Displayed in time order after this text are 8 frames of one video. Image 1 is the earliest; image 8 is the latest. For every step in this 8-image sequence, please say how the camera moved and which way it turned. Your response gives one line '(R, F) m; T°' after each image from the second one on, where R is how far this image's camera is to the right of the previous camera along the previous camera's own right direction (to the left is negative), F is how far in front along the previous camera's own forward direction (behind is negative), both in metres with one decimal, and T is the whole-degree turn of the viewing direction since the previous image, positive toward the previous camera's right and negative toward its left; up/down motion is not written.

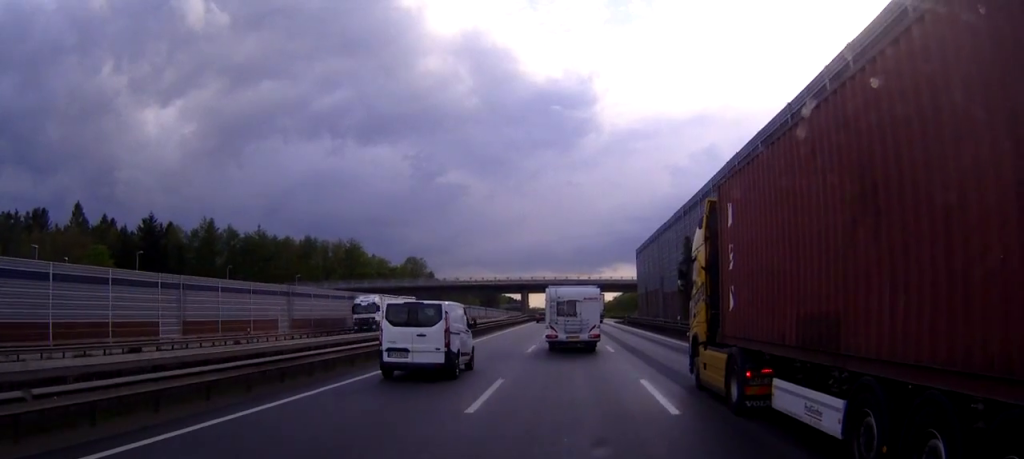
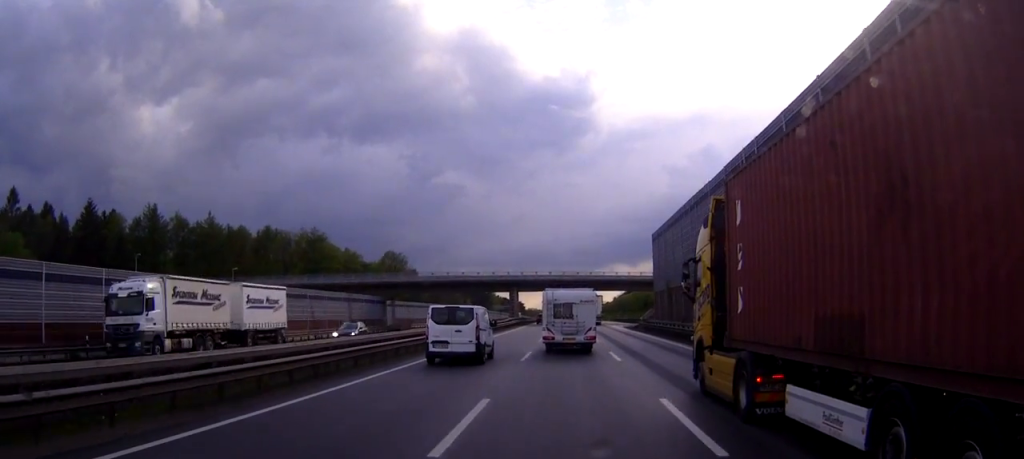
(+0.1, +21.5) m; 0°
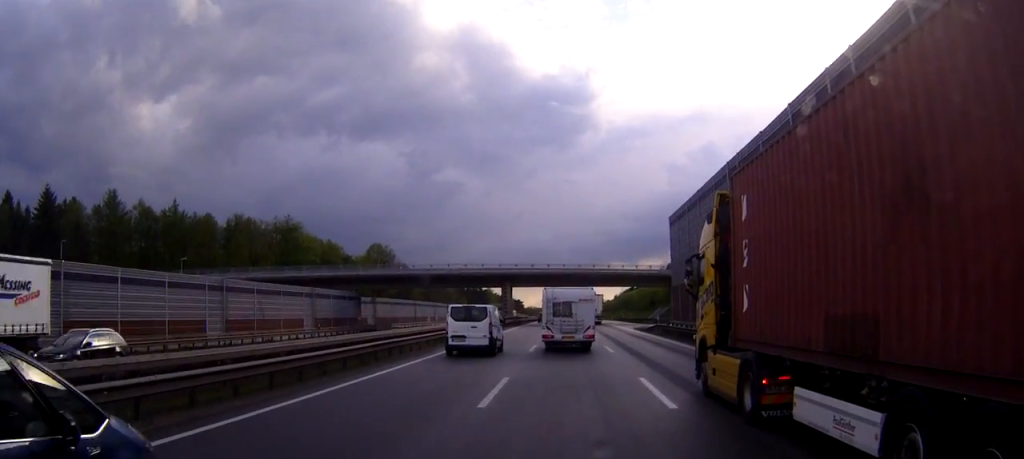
(-0.1, +13.3) m; 0°
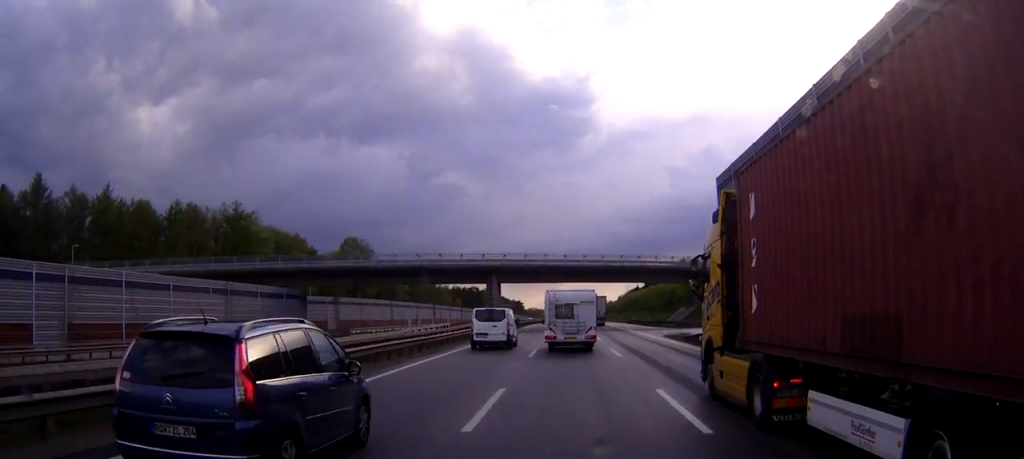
(-0.1, +20.7) m; 0°
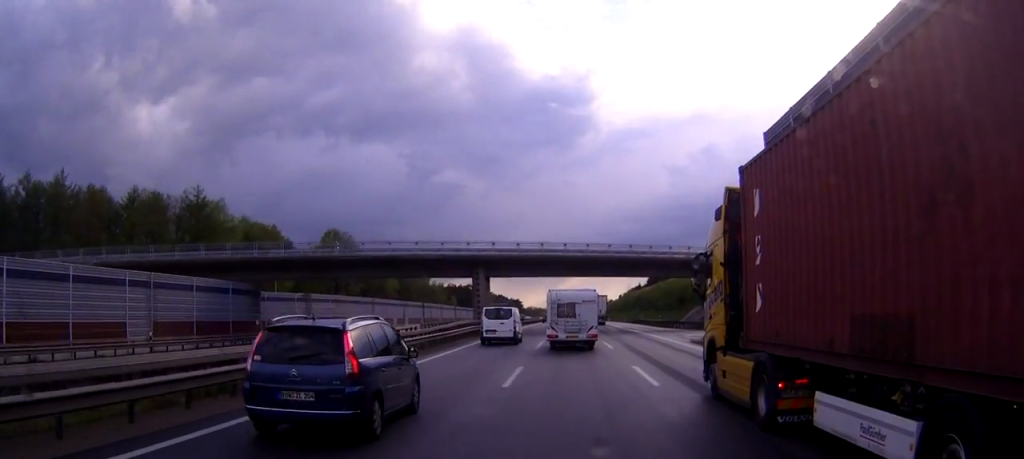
(+0.2, +11.6) m; 0°
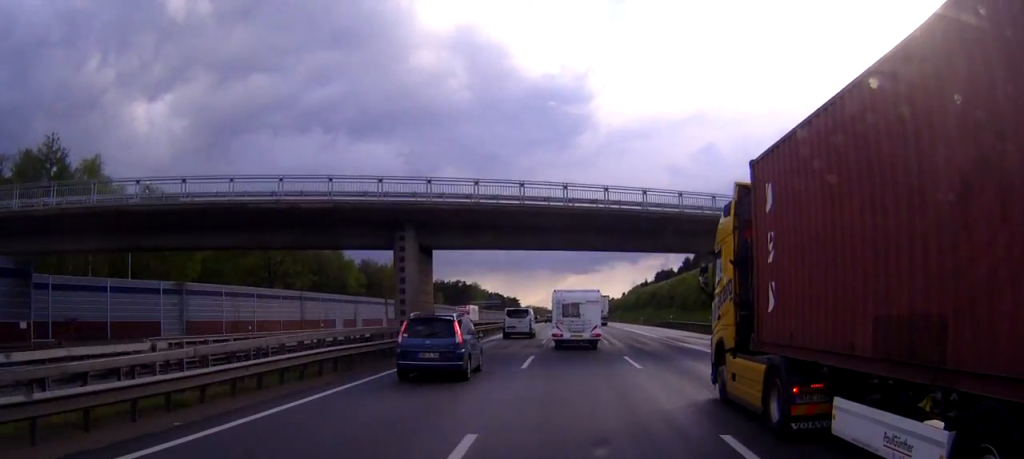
(-0.3, +30.8) m; 0°
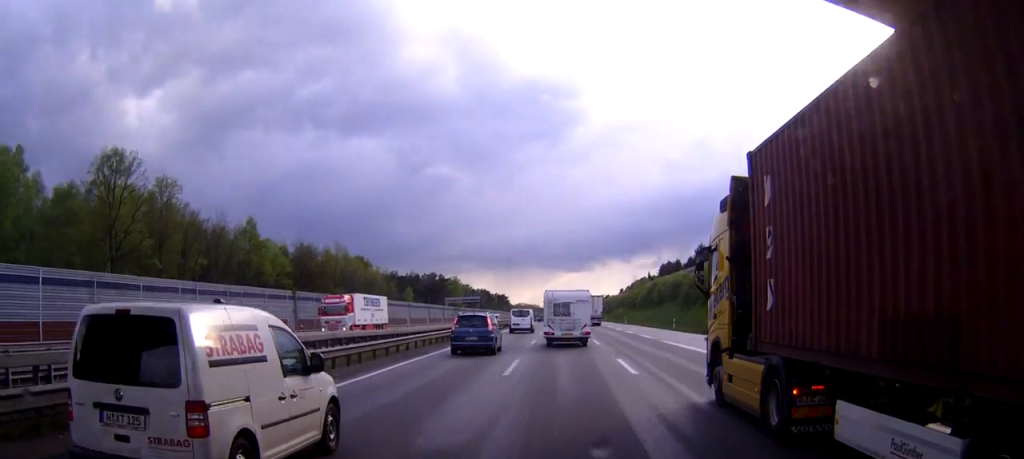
(+0.3, +38.0) m; 0°
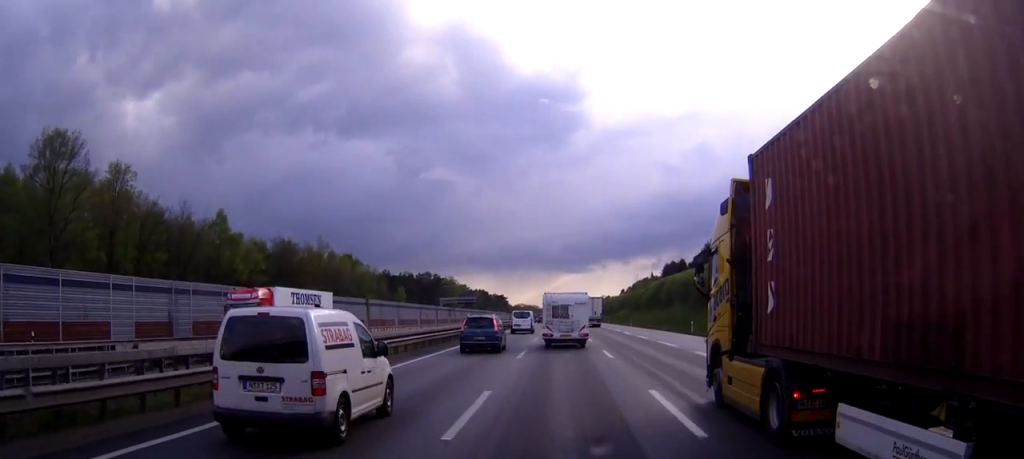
(+0.1, +9.8) m; 0°
